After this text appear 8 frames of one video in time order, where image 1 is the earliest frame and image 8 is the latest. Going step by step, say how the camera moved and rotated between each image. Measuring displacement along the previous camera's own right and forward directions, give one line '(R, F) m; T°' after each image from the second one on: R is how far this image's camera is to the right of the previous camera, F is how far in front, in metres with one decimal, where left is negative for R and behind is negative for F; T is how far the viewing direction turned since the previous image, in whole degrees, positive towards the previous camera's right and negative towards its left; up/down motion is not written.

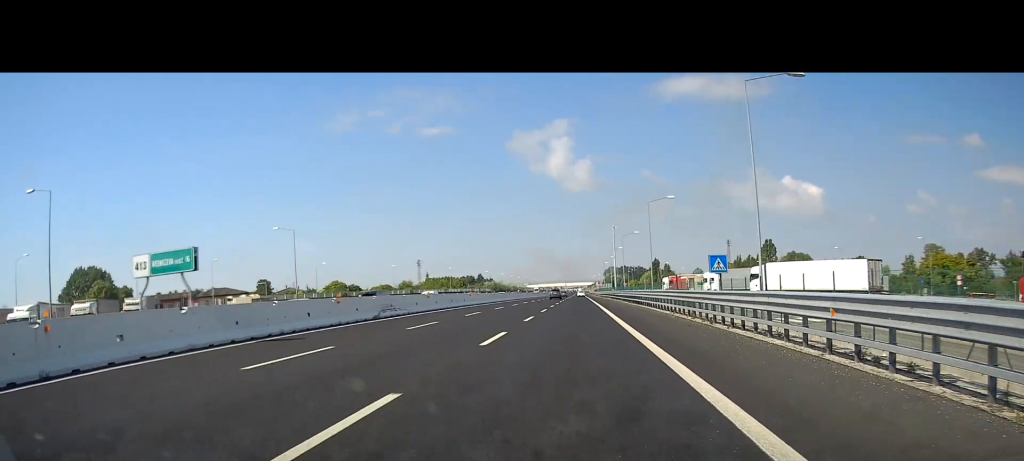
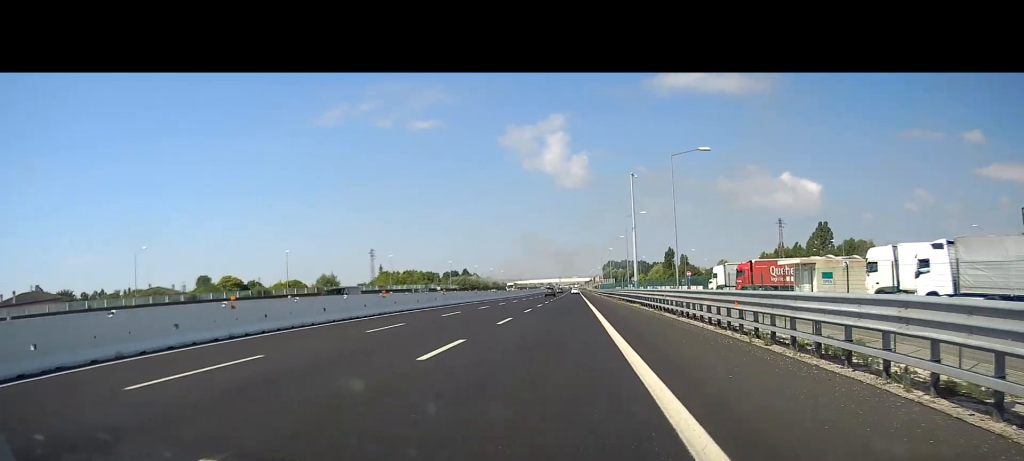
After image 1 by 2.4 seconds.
(-0.9, +61.8) m; -1°
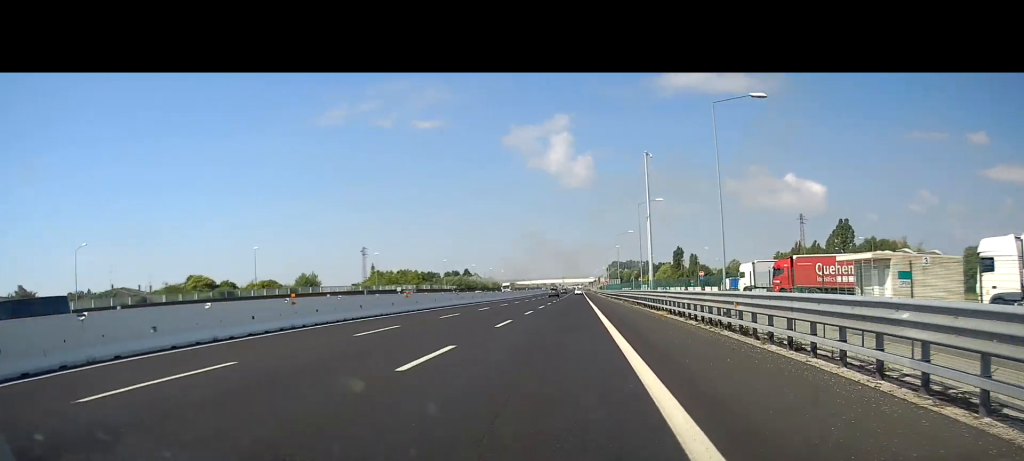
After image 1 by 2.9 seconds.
(0.0, +13.1) m; 0°
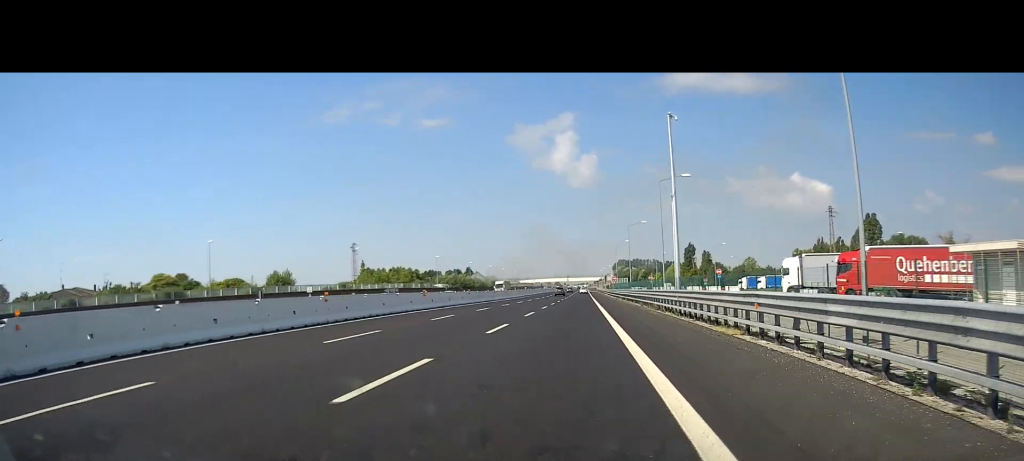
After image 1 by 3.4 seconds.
(0.0, +14.8) m; 0°
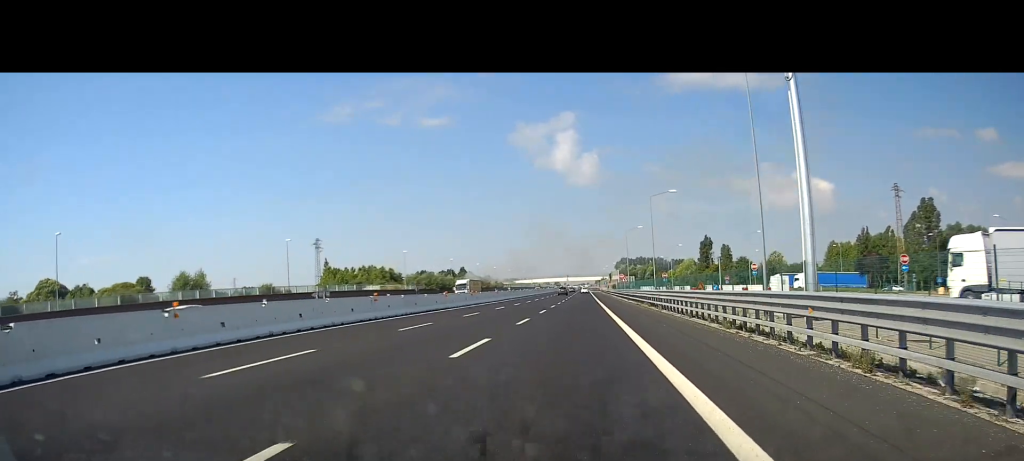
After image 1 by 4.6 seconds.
(+0.2, +29.7) m; +1°
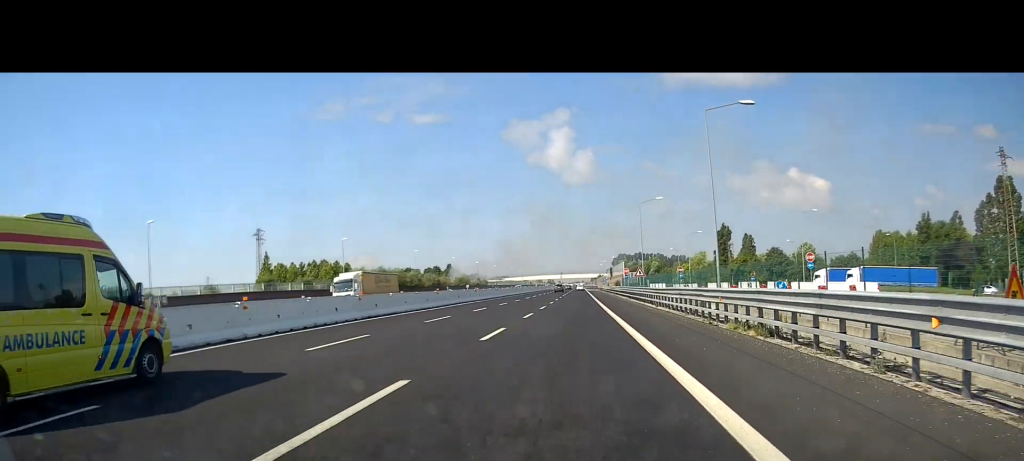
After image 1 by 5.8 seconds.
(+0.1, +31.4) m; 0°
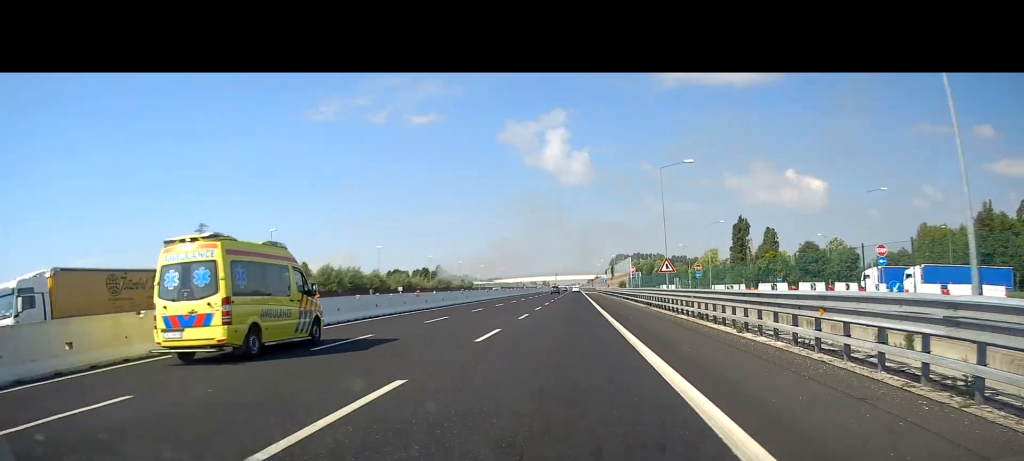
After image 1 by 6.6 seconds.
(-0.2, +22.8) m; -1°
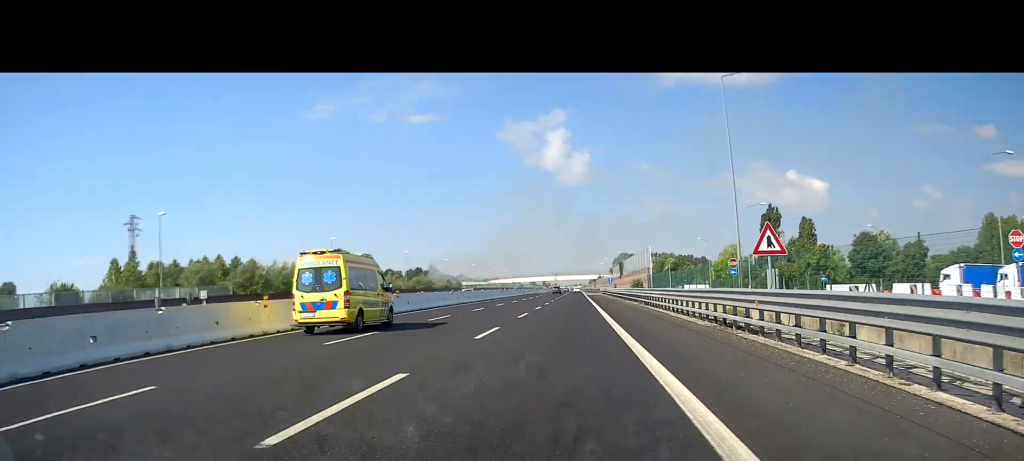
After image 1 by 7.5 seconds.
(0.0, +22.8) m; -1°
